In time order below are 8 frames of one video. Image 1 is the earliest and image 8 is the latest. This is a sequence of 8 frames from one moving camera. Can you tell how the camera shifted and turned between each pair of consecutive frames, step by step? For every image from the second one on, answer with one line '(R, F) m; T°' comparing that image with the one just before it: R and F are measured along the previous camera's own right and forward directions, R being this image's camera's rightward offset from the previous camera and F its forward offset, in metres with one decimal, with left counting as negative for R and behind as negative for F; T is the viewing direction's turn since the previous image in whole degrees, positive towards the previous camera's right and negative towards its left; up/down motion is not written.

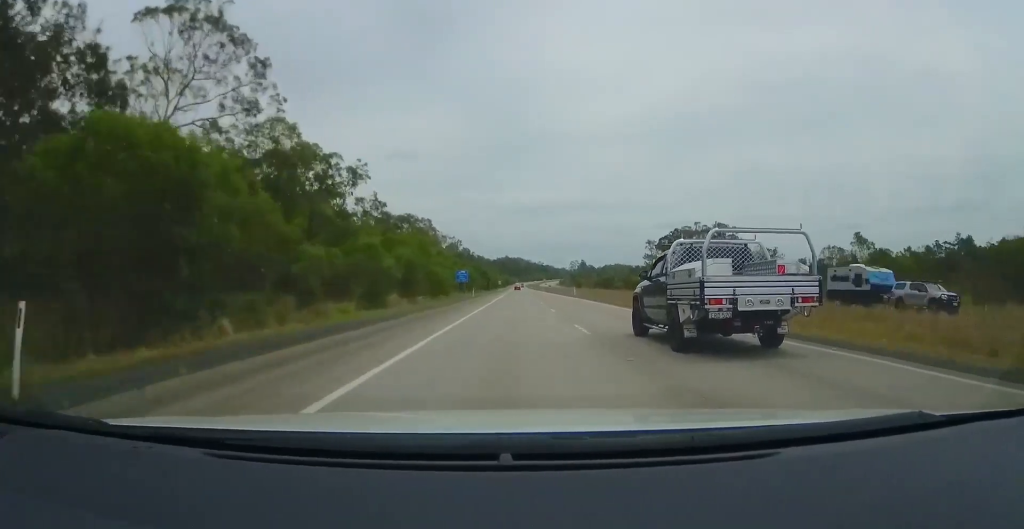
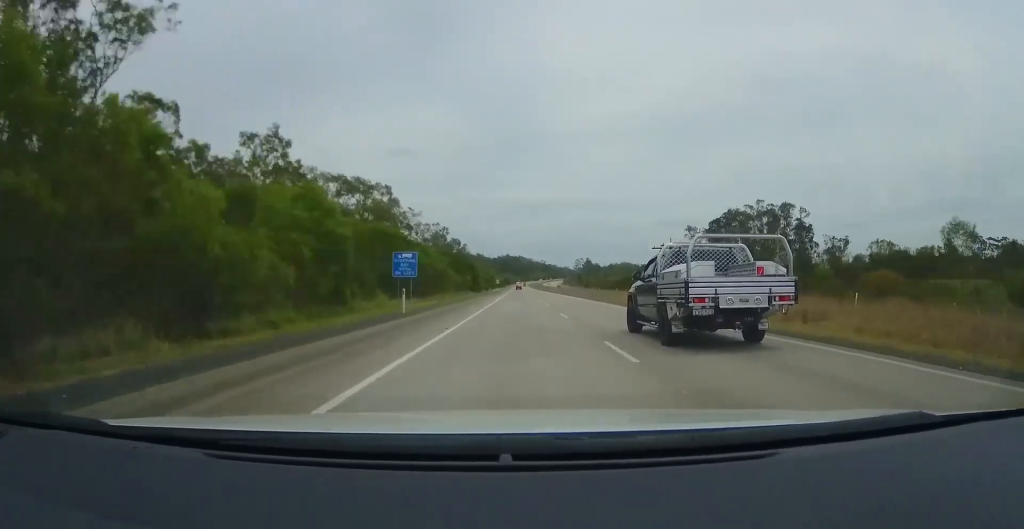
(-0.4, +40.1) m; -1°
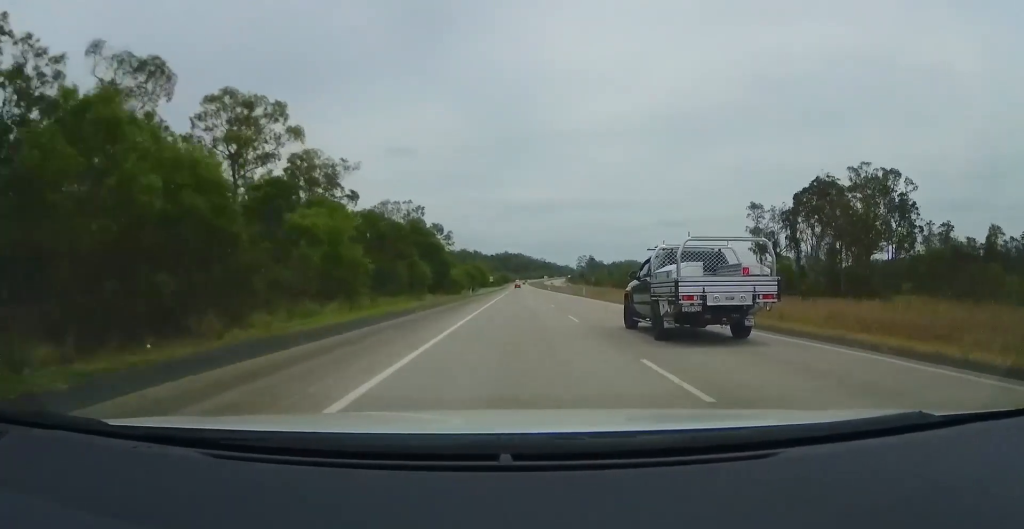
(+0.4, +39.0) m; +1°
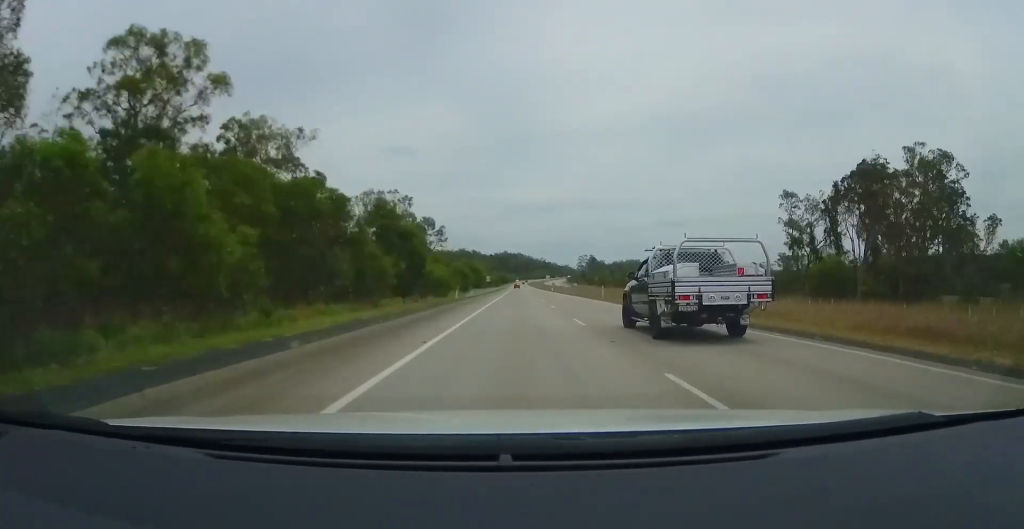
(0.0, +13.4) m; 0°
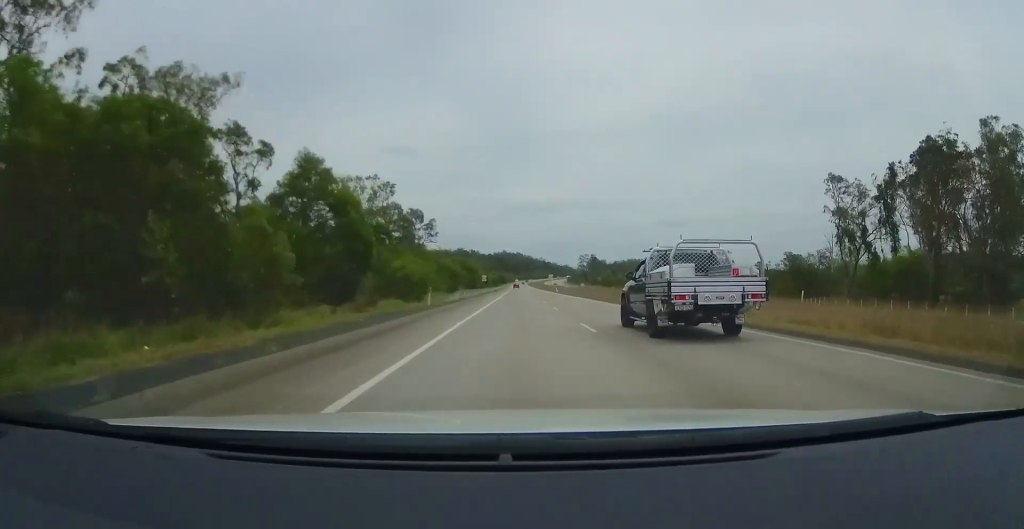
(-0.1, +14.7) m; 0°
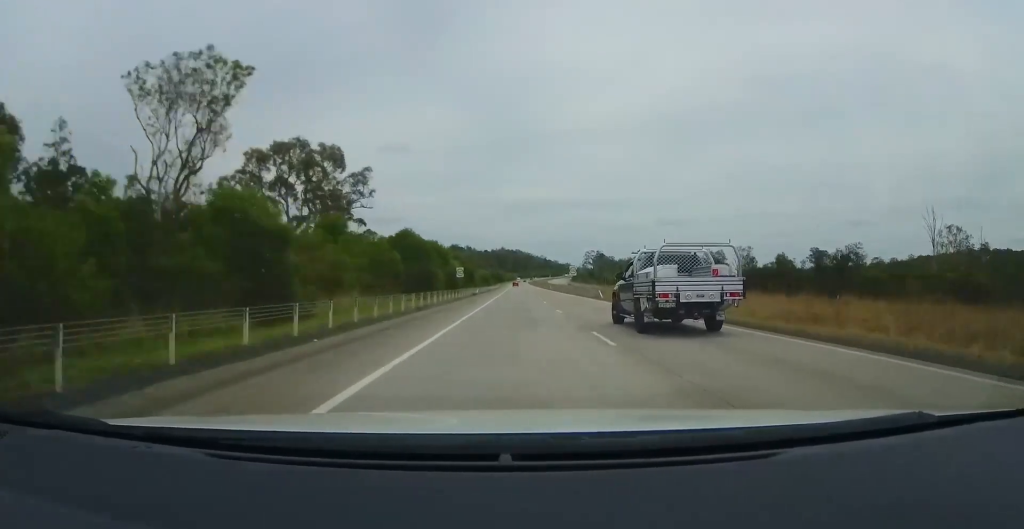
(+0.2, +49.8) m; 0°
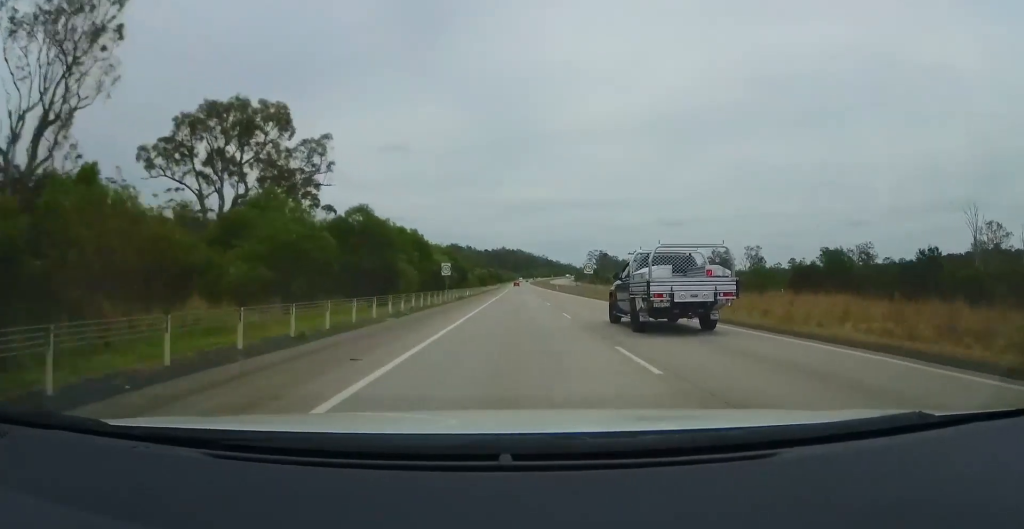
(-0.1, +15.8) m; 0°
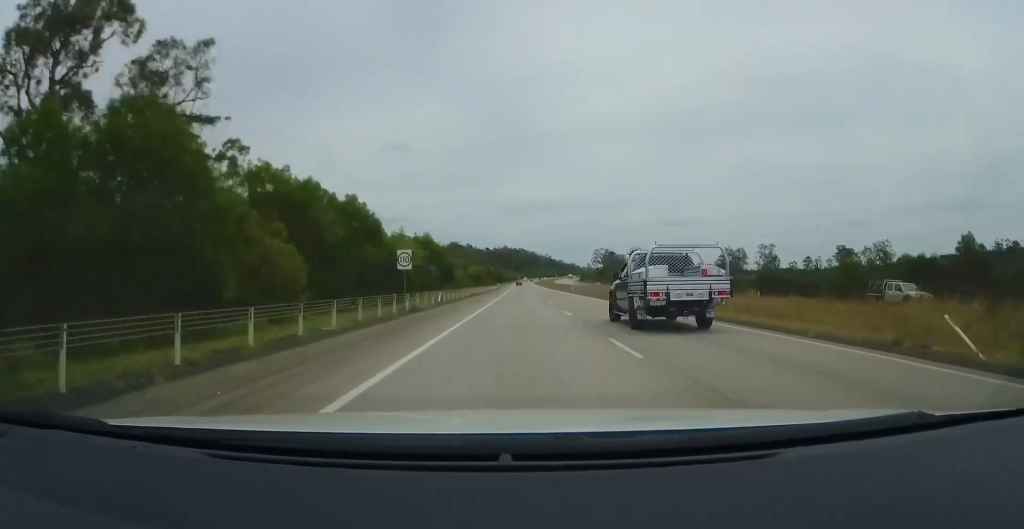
(+0.2, +21.9) m; 0°
